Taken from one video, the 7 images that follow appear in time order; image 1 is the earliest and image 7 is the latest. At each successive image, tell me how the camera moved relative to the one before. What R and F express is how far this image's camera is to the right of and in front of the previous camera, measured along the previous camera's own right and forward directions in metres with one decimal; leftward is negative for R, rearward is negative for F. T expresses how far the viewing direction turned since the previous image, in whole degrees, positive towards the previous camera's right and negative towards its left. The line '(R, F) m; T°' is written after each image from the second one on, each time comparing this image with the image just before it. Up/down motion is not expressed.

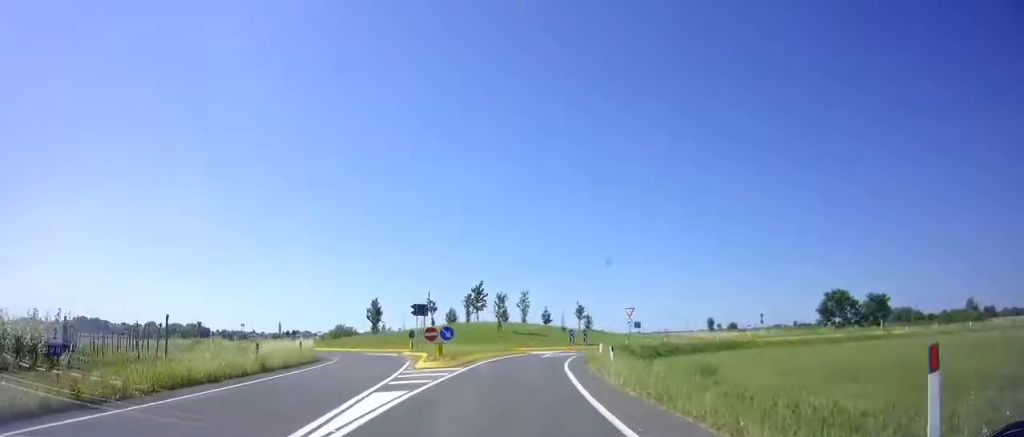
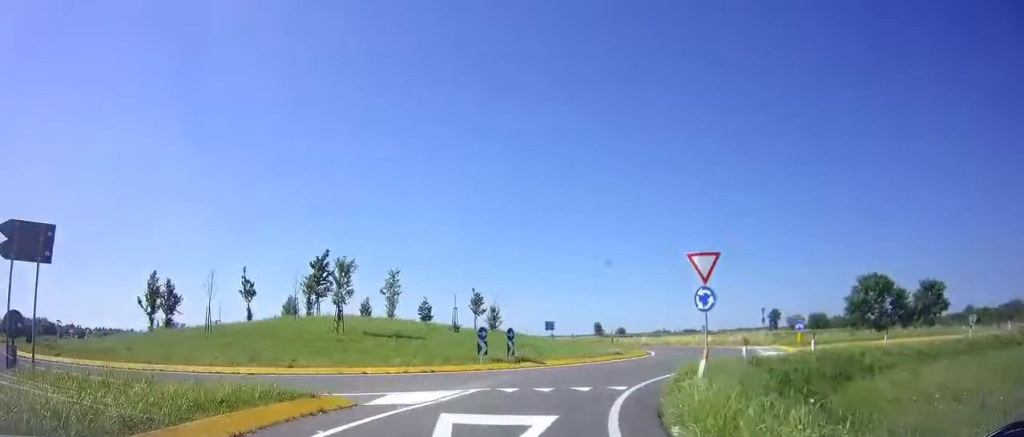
(+4.1, +23.2) m; +25°
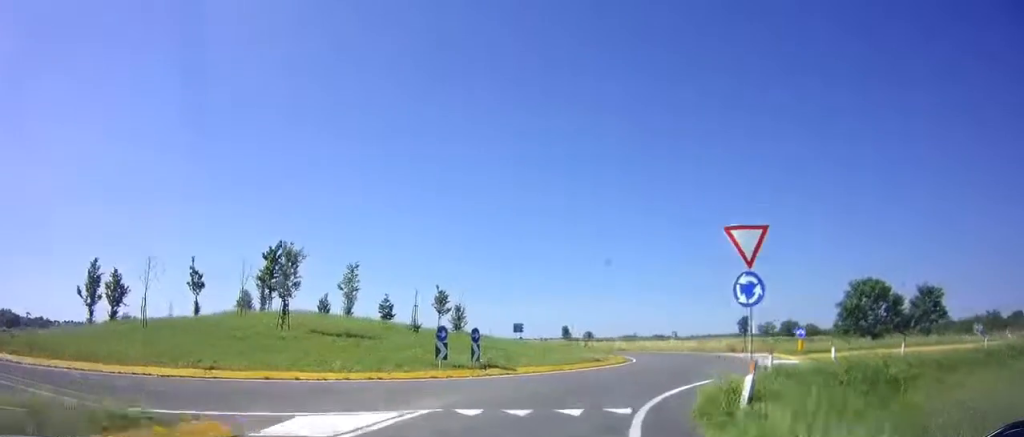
(+0.3, +3.9) m; +5°
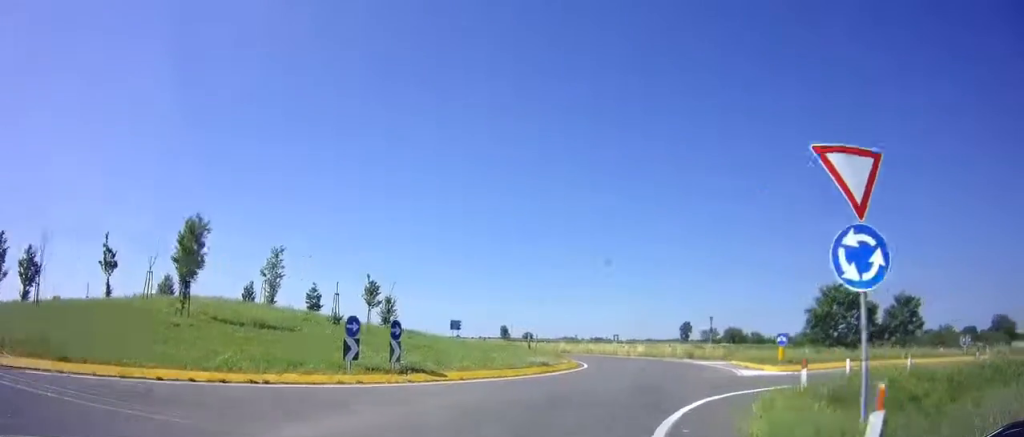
(+0.2, +4.3) m; +3°
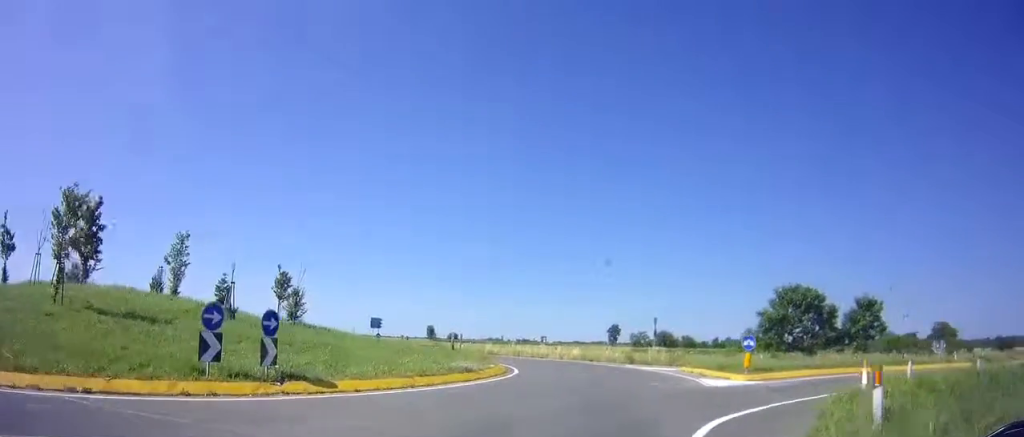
(+0.2, +4.1) m; 0°
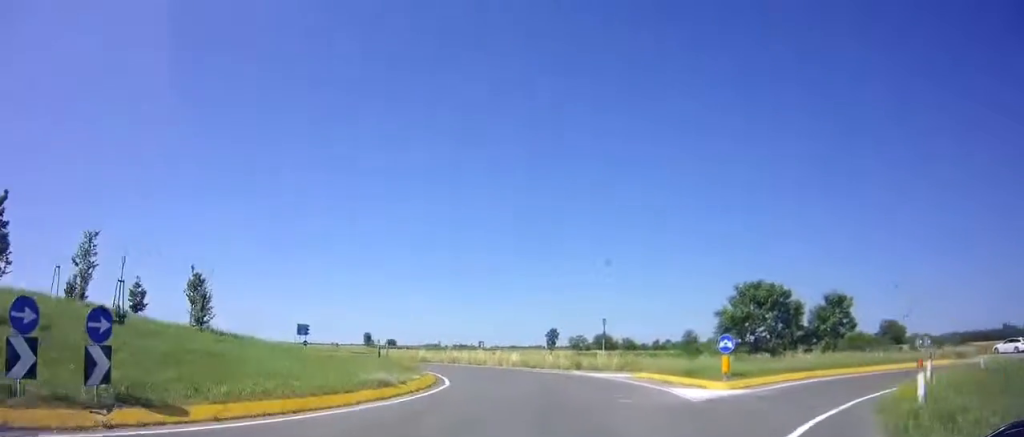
(+0.1, +3.8) m; -1°
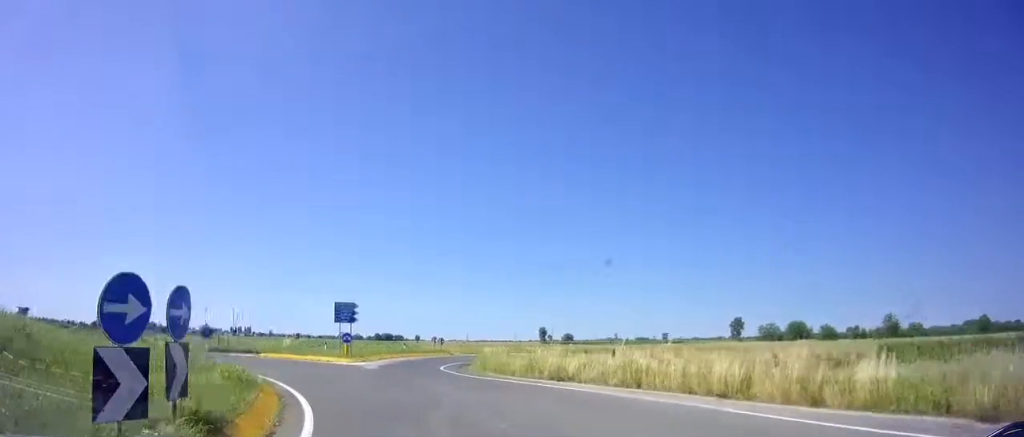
(-7.4, +28.8) m; -24°
